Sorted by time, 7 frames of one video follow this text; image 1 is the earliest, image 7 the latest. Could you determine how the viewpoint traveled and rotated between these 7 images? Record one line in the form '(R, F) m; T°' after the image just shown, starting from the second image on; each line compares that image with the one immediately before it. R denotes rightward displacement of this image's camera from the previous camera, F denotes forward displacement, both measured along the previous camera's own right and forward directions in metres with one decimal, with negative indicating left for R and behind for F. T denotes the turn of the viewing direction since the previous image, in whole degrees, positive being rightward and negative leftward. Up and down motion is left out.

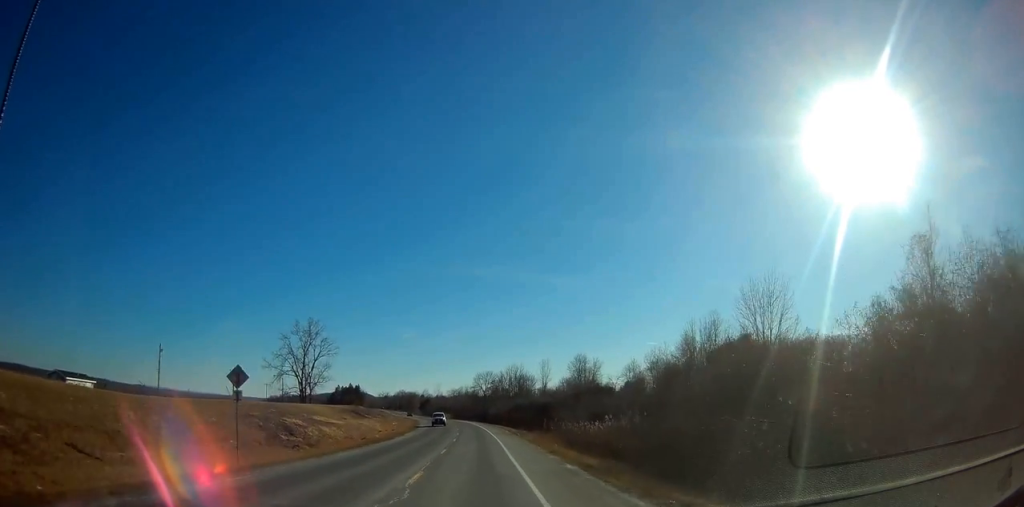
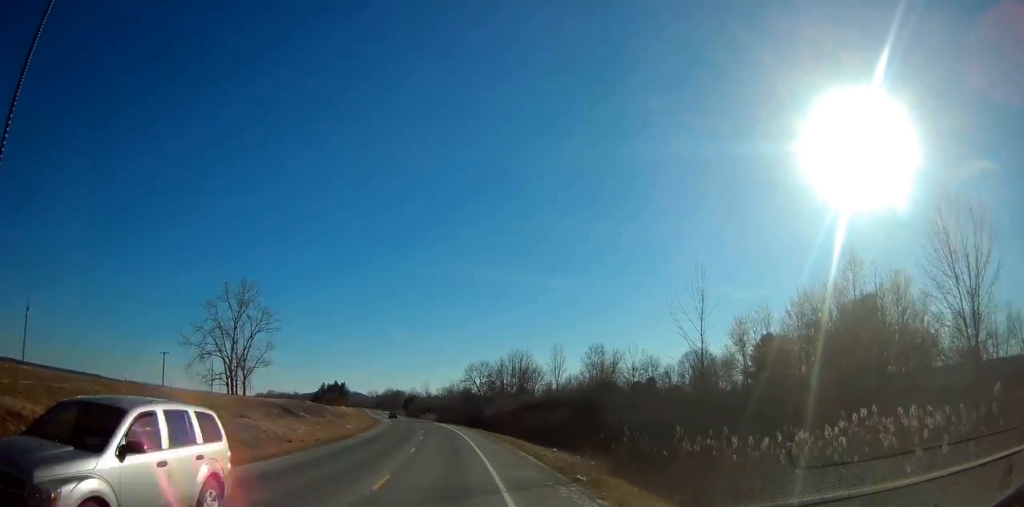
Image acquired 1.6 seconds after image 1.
(-0.3, +37.5) m; -2°
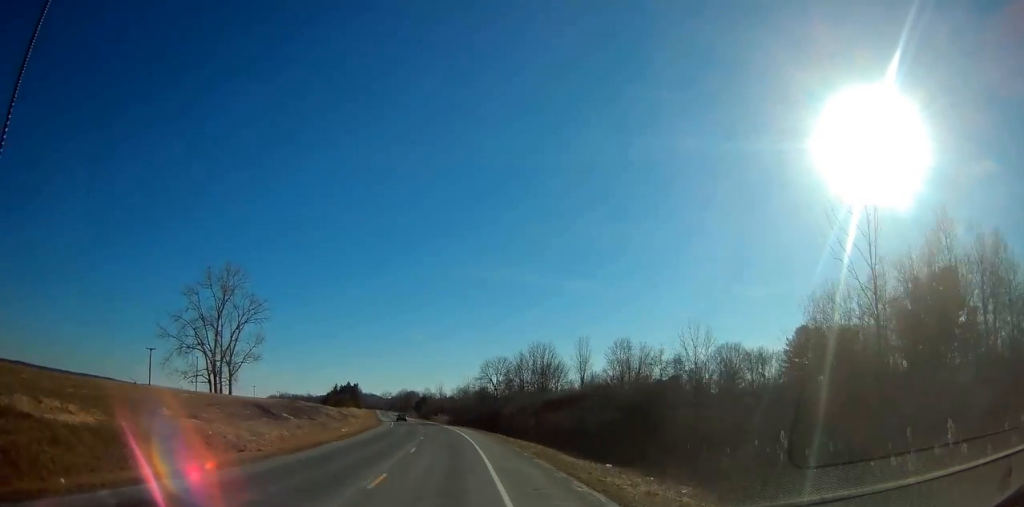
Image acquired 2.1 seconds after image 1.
(0.0, +12.5) m; -1°
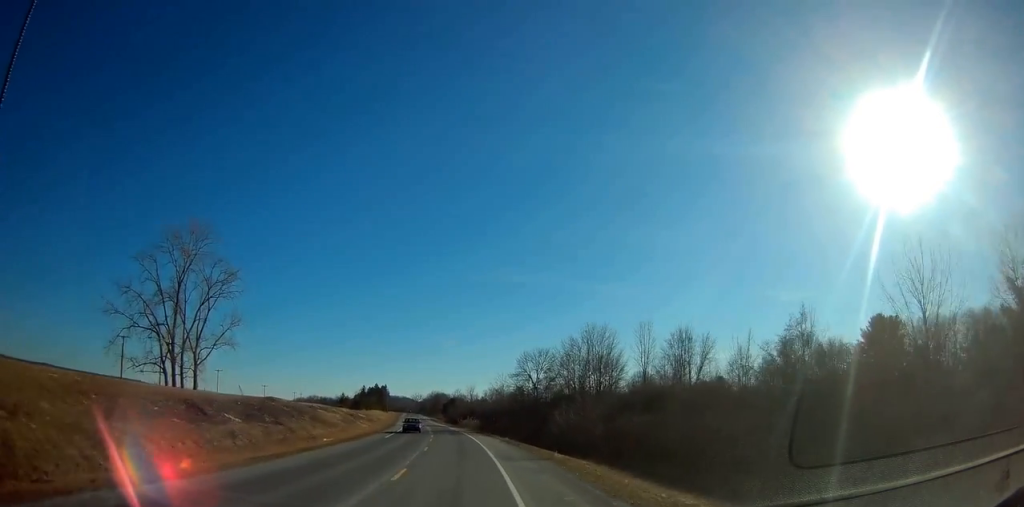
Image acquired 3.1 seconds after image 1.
(-0.3, +21.9) m; -2°
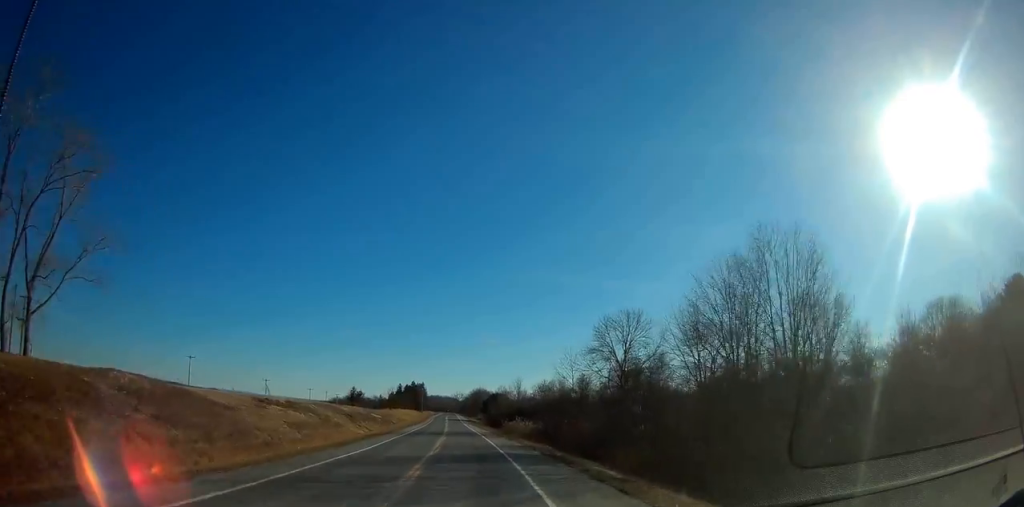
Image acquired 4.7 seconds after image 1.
(-1.8, +38.0) m; -5°
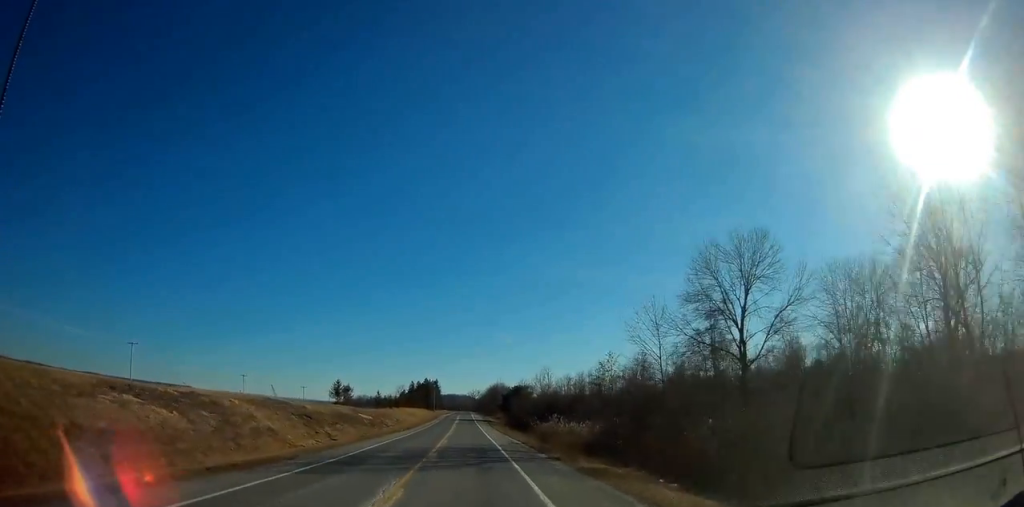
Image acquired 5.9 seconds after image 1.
(-0.4, +28.7) m; -2°
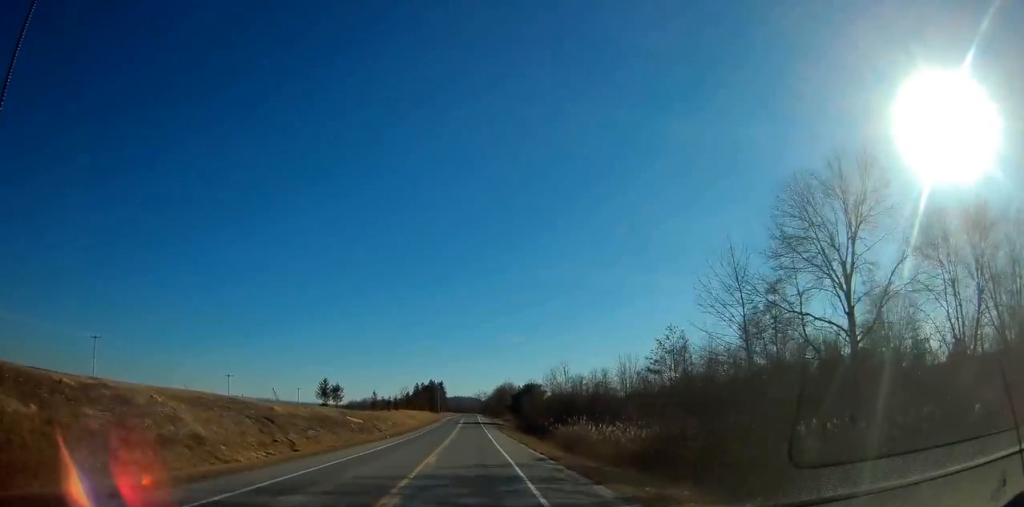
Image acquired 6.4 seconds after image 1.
(-0.1, +12.9) m; -1°
